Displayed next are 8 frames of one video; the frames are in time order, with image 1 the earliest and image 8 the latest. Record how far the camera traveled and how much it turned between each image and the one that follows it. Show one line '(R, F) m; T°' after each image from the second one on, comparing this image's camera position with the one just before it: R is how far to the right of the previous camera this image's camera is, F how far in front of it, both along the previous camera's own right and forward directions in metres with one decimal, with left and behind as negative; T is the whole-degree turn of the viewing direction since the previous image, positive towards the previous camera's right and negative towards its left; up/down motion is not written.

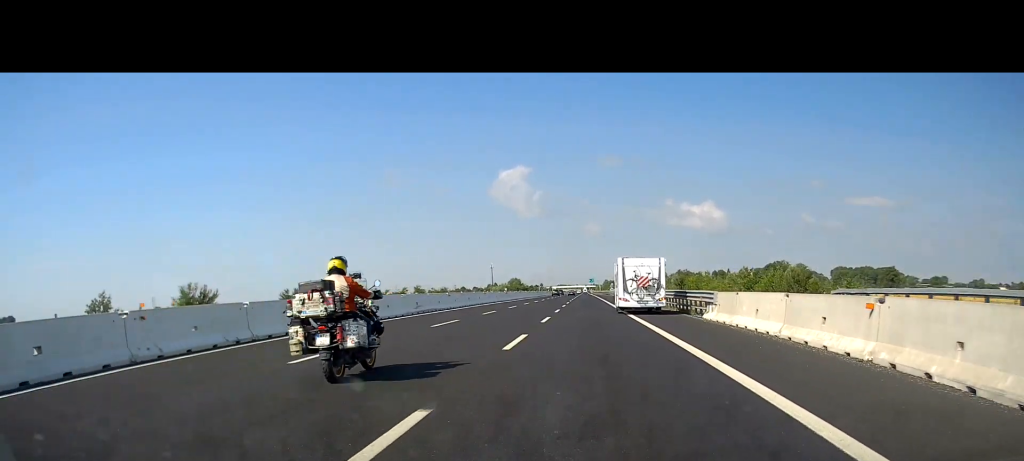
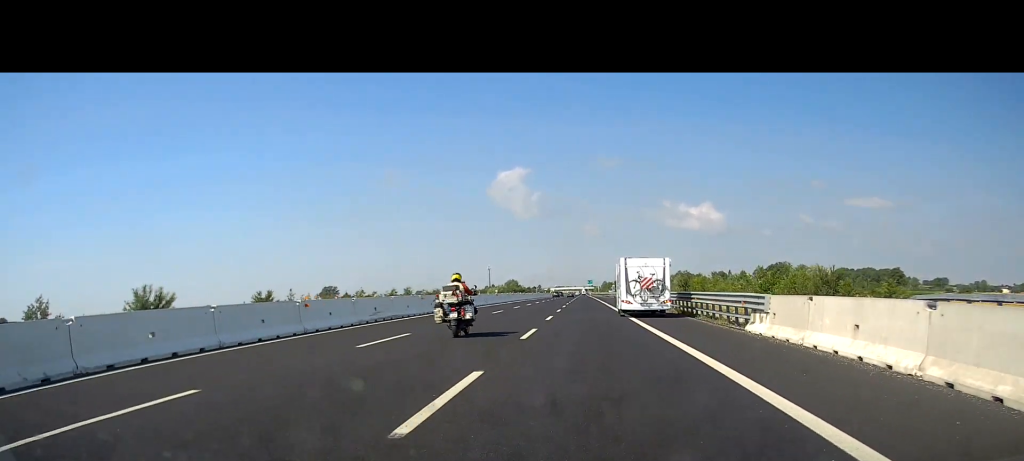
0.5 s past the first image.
(0.0, +7.9) m; 0°
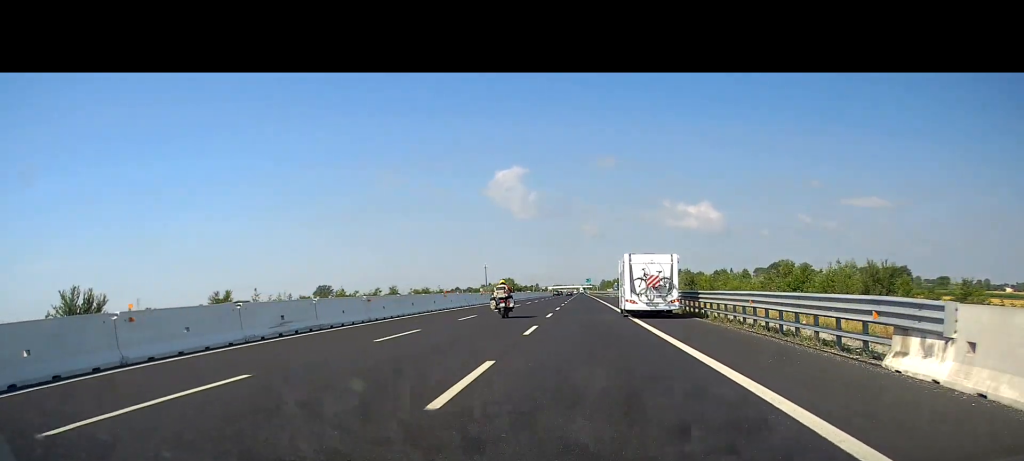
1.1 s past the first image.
(0.0, +10.2) m; 0°
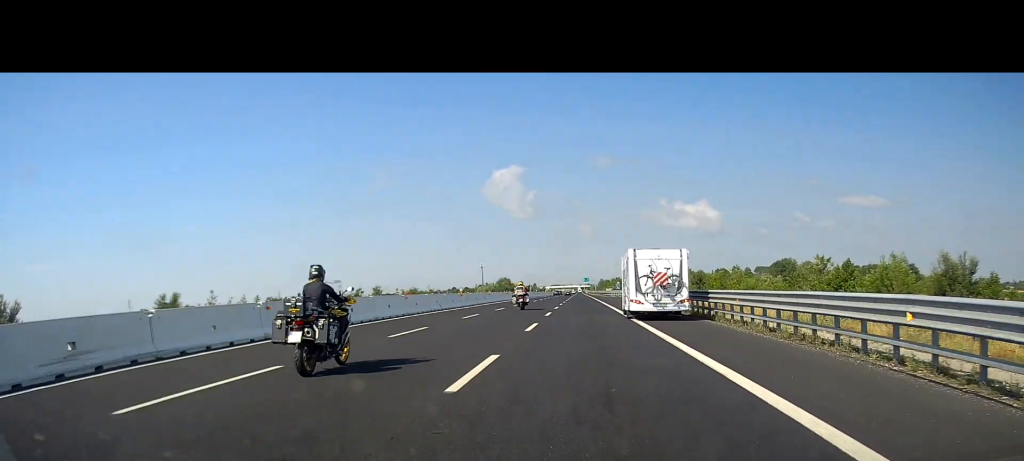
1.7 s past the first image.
(-0.2, +10.4) m; 0°
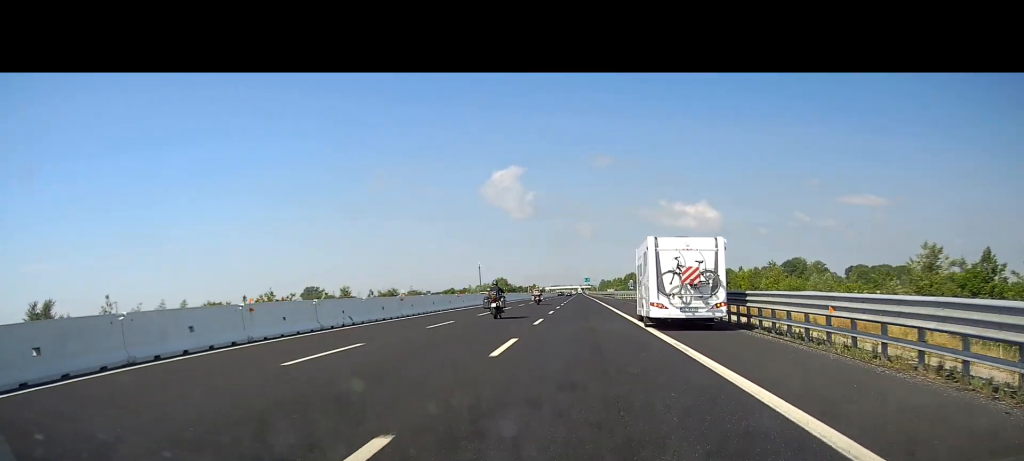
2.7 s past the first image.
(+0.4, +18.8) m; +1°
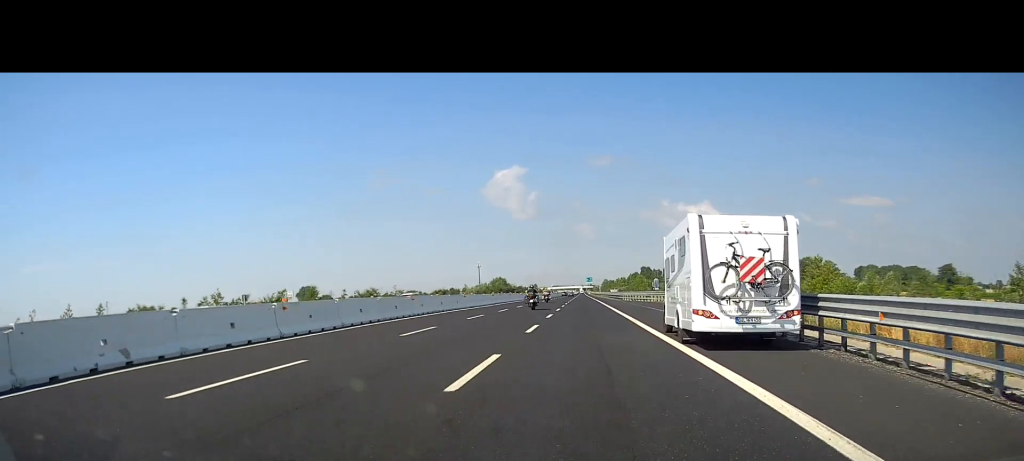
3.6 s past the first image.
(-0.1, +15.8) m; -1°
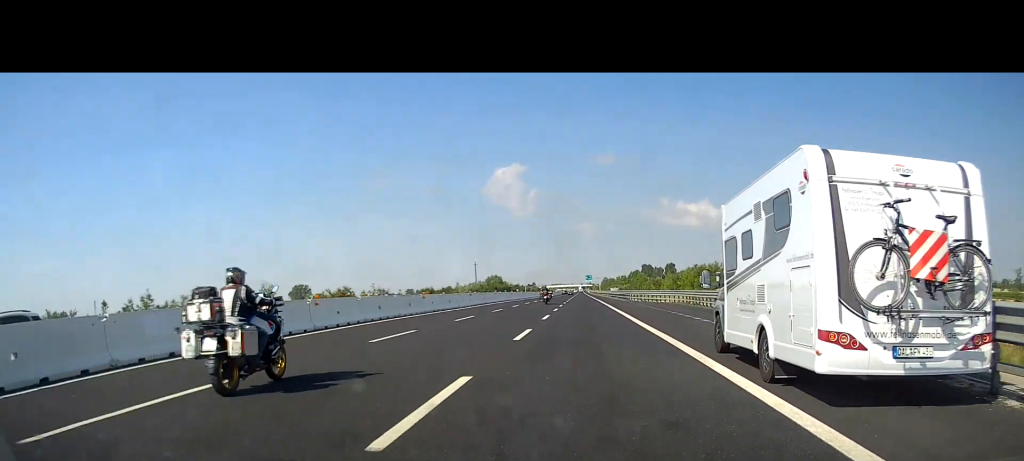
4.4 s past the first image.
(-0.1, +15.0) m; 0°
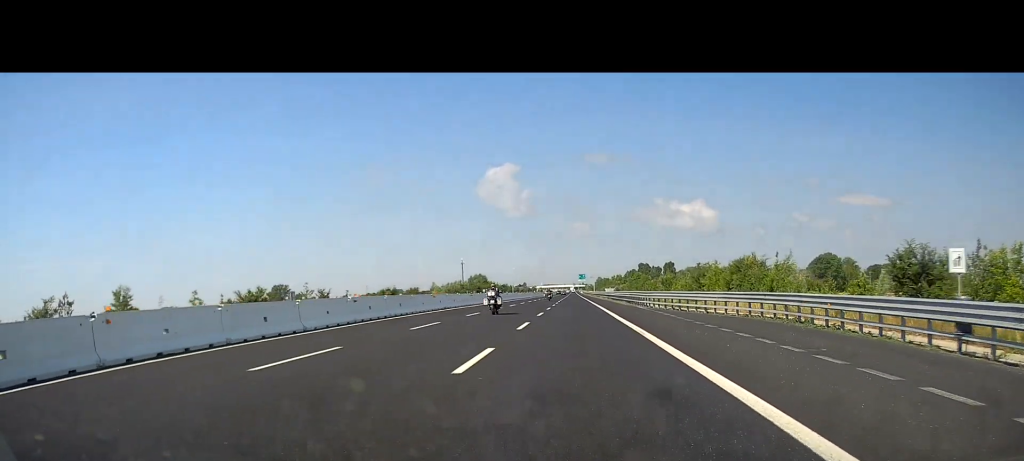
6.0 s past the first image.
(+0.4, +30.1) m; +1°
